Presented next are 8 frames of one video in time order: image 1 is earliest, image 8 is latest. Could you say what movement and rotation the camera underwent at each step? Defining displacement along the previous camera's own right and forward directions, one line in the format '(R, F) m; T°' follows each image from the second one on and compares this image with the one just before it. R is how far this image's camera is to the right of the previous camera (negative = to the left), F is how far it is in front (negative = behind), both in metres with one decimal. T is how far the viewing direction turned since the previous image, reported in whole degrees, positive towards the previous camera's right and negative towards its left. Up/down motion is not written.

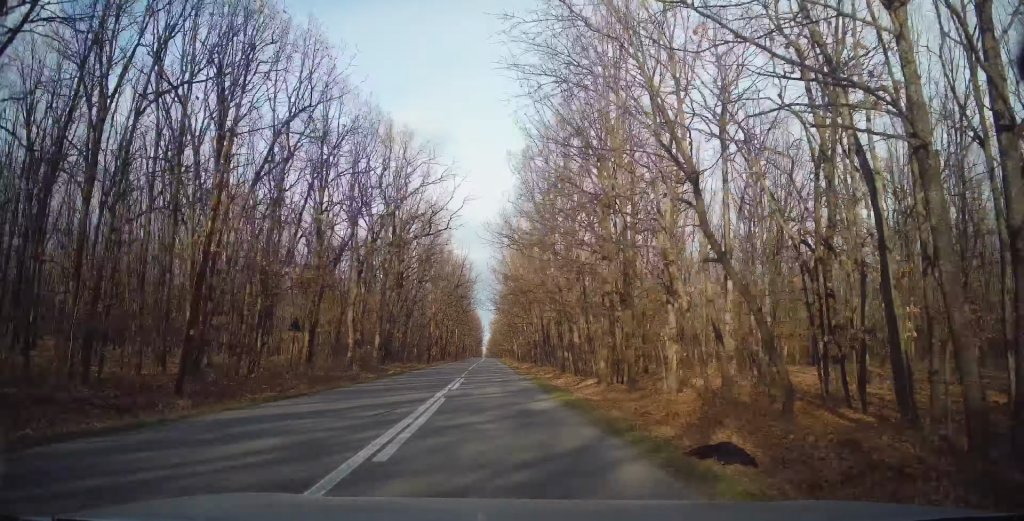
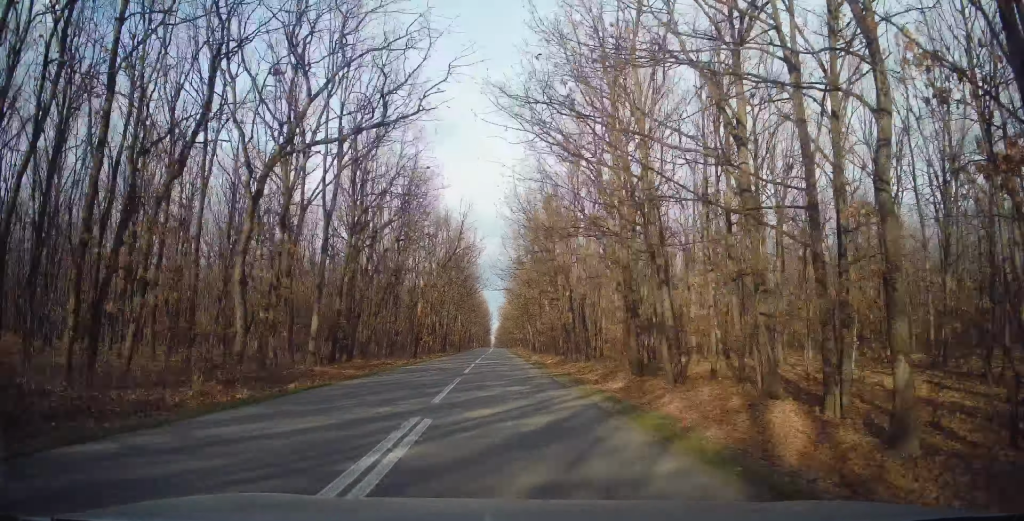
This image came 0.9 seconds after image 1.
(-0.1, +15.6) m; 0°
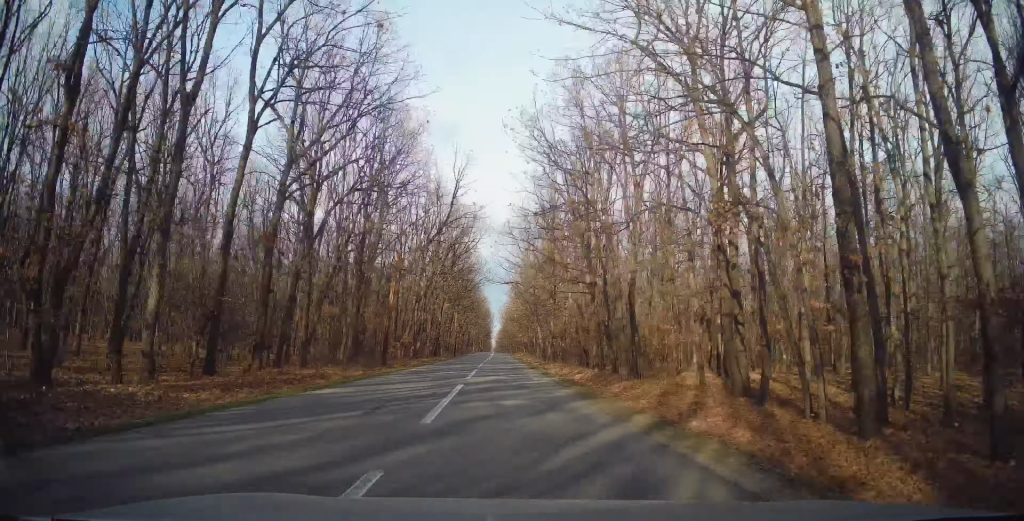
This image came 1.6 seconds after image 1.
(-0.2, +12.8) m; 0°
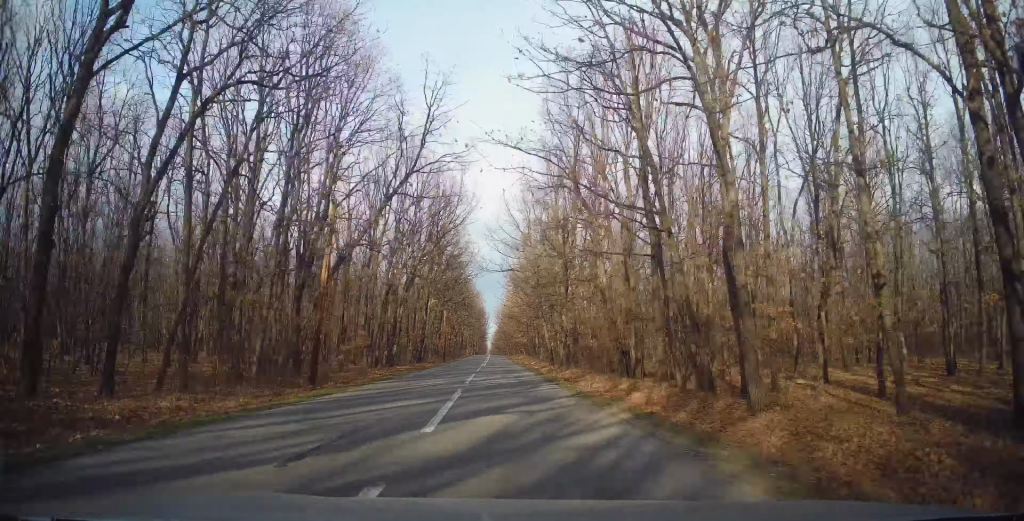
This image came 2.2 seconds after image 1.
(+0.2, +11.7) m; +1°
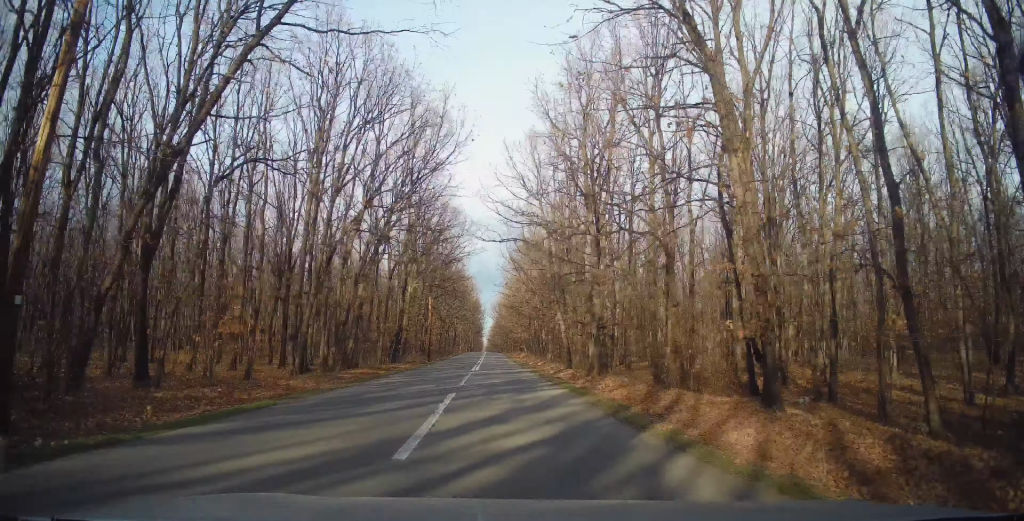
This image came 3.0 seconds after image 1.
(+0.1, +13.5) m; 0°
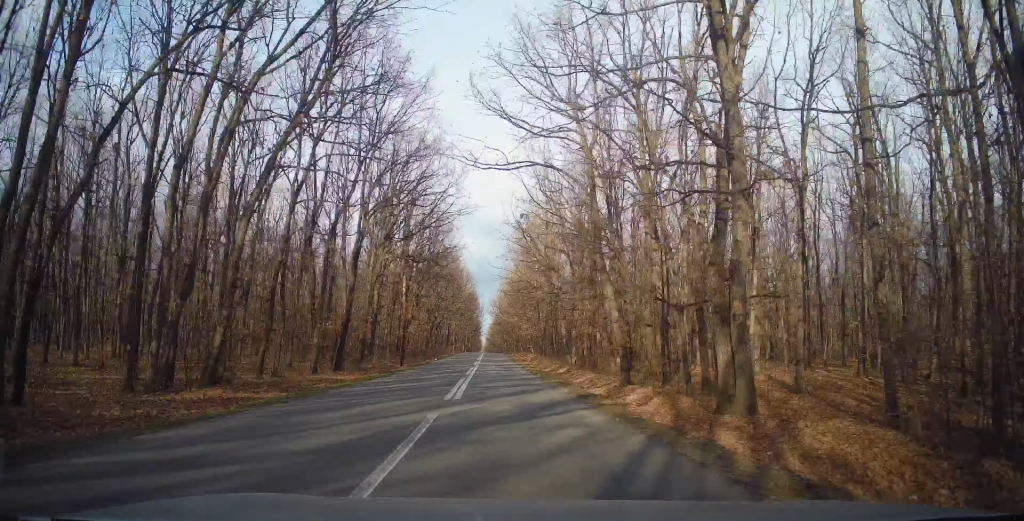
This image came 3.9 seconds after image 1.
(-0.1, +16.1) m; -1°
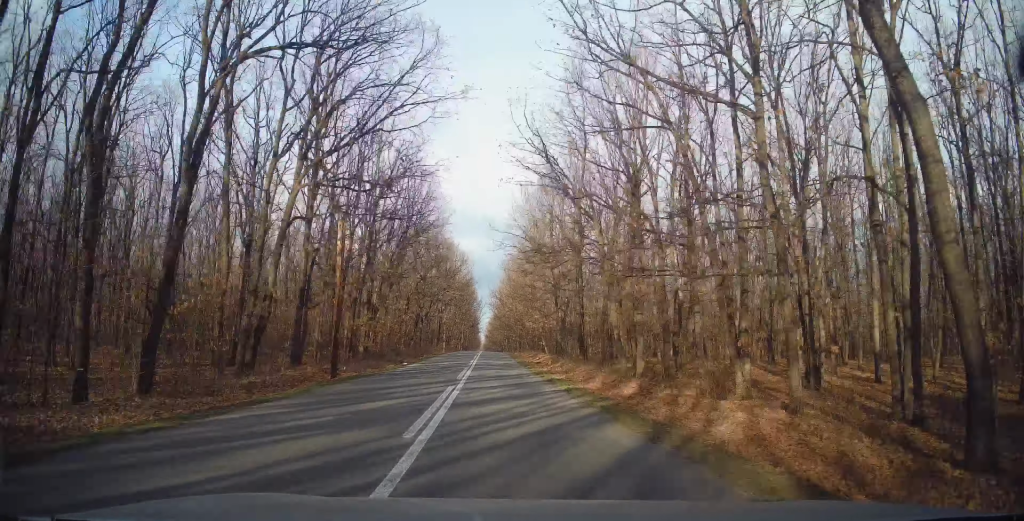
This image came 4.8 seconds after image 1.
(-0.2, +16.8) m; 0°
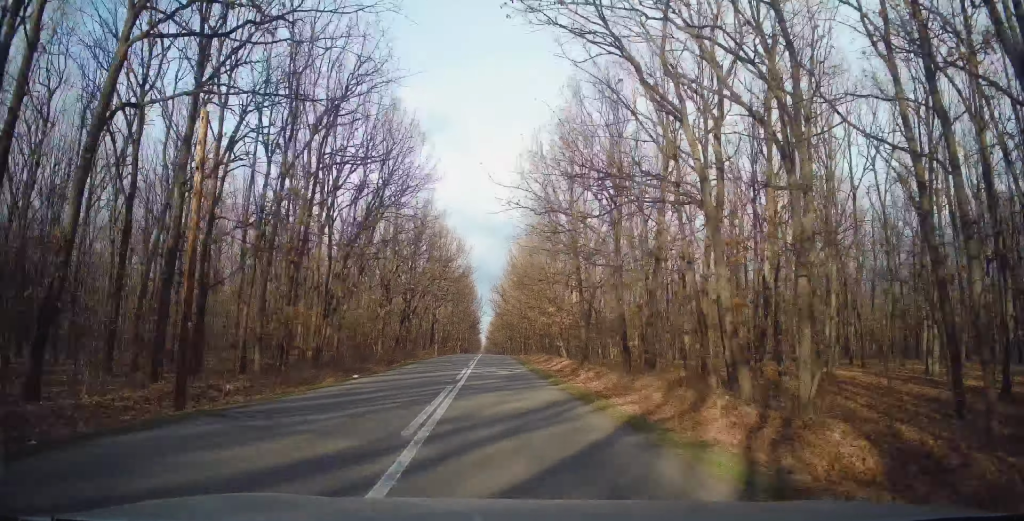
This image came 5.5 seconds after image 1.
(+0.1, +11.0) m; 0°
